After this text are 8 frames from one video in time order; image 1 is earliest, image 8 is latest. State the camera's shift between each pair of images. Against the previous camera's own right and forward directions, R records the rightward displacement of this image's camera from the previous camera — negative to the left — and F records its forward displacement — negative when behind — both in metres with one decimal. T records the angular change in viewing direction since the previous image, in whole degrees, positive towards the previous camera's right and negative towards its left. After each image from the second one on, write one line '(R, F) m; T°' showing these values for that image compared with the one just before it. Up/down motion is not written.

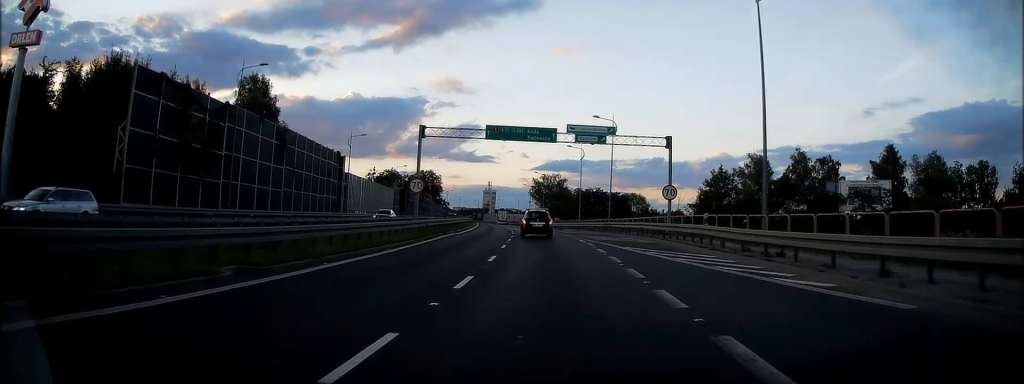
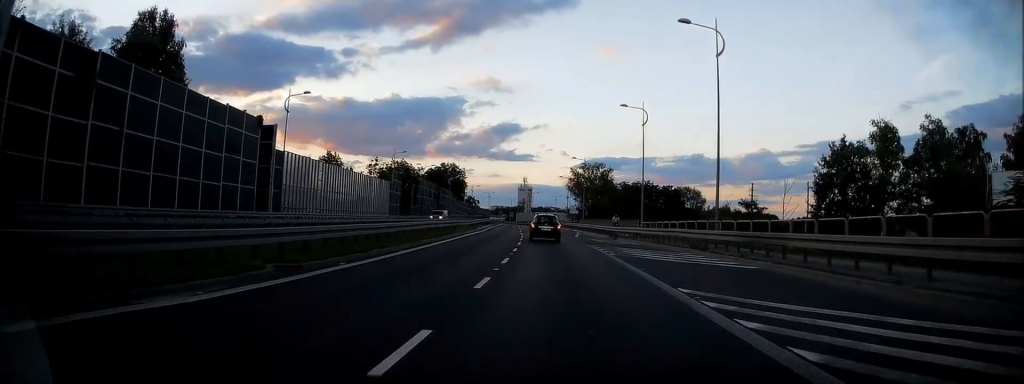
(-1.0, +29.7) m; -4°
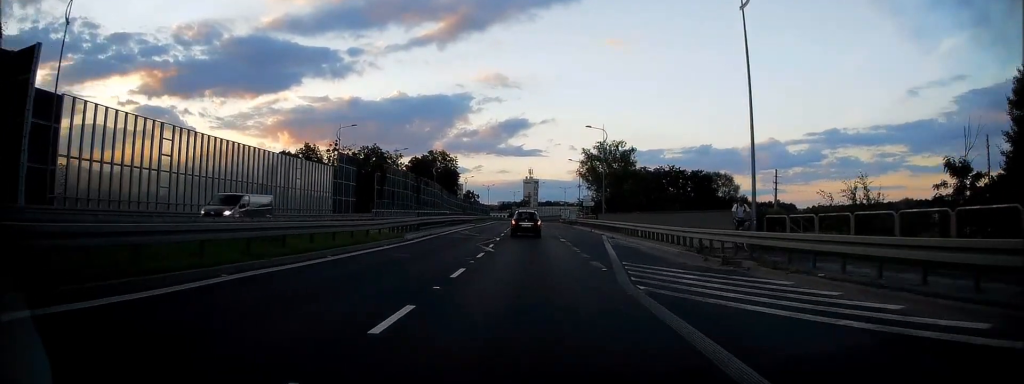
(-0.6, +28.6) m; -2°
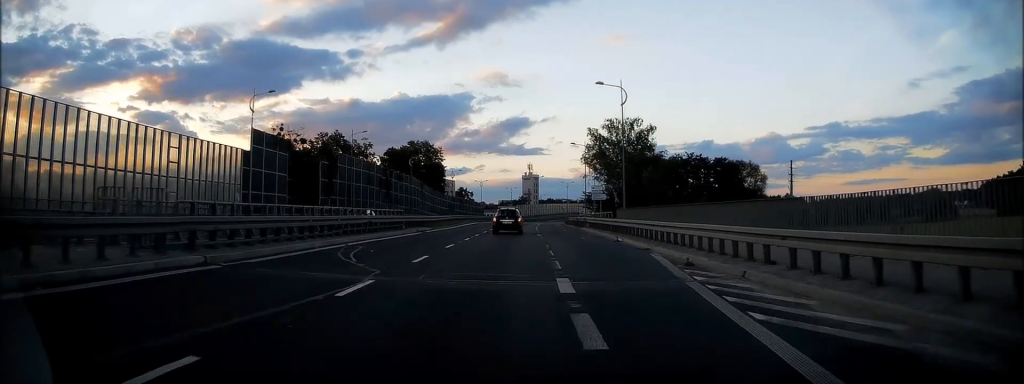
(-0.1, +21.8) m; -1°
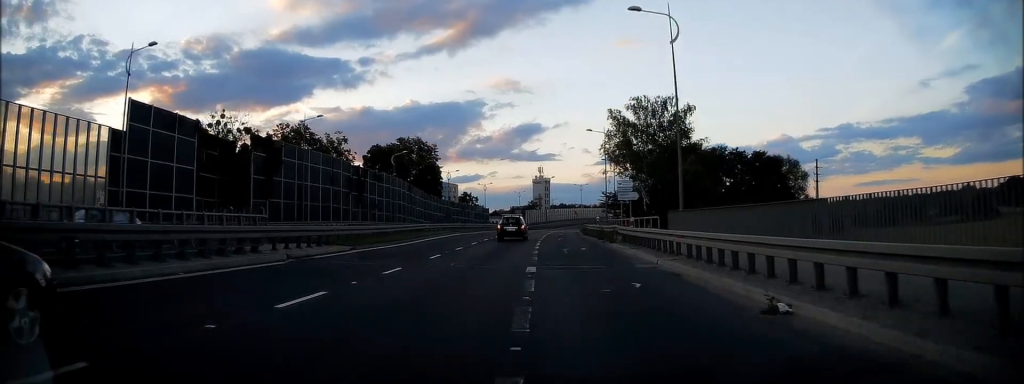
(-0.1, +18.6) m; -1°
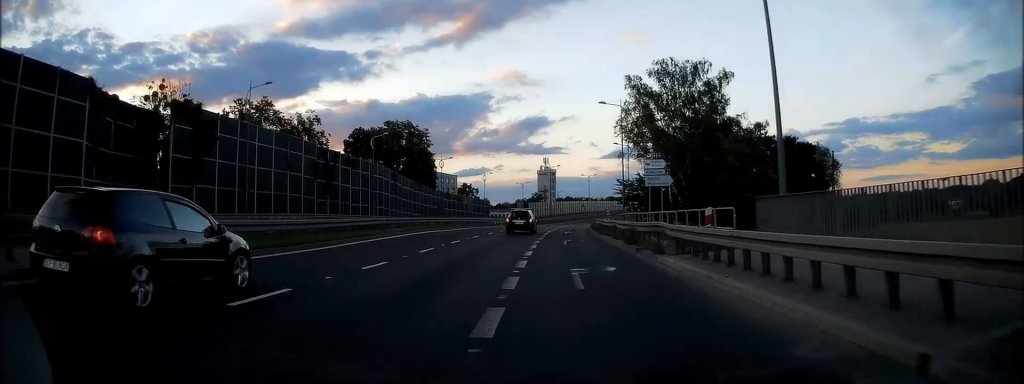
(-0.1, +12.8) m; 0°
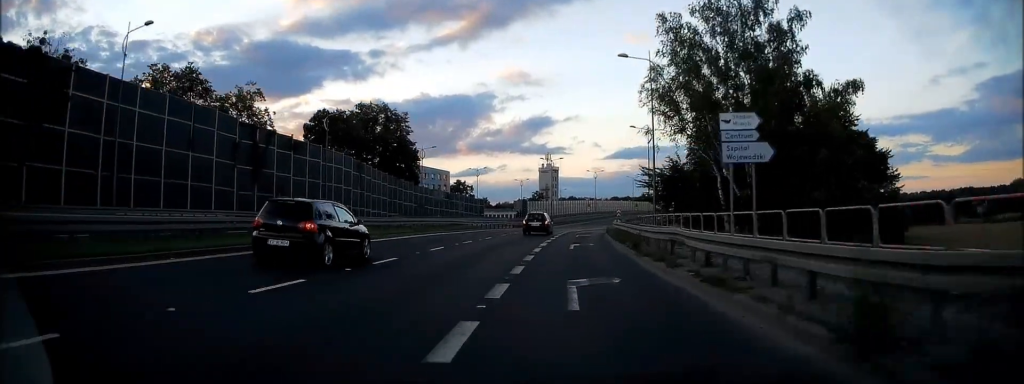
(0.0, +16.9) m; 0°
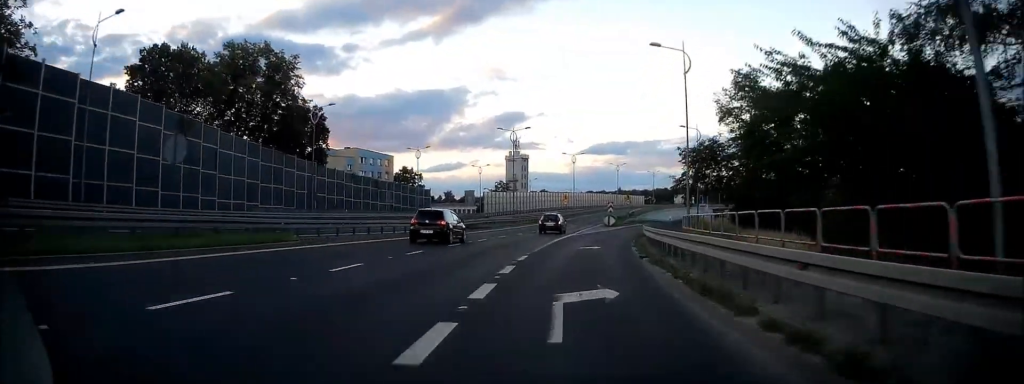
(+0.2, +31.8) m; +2°
